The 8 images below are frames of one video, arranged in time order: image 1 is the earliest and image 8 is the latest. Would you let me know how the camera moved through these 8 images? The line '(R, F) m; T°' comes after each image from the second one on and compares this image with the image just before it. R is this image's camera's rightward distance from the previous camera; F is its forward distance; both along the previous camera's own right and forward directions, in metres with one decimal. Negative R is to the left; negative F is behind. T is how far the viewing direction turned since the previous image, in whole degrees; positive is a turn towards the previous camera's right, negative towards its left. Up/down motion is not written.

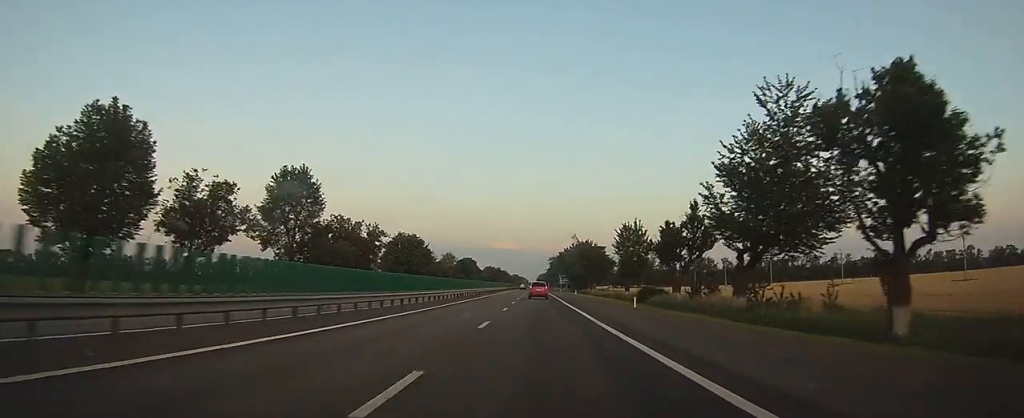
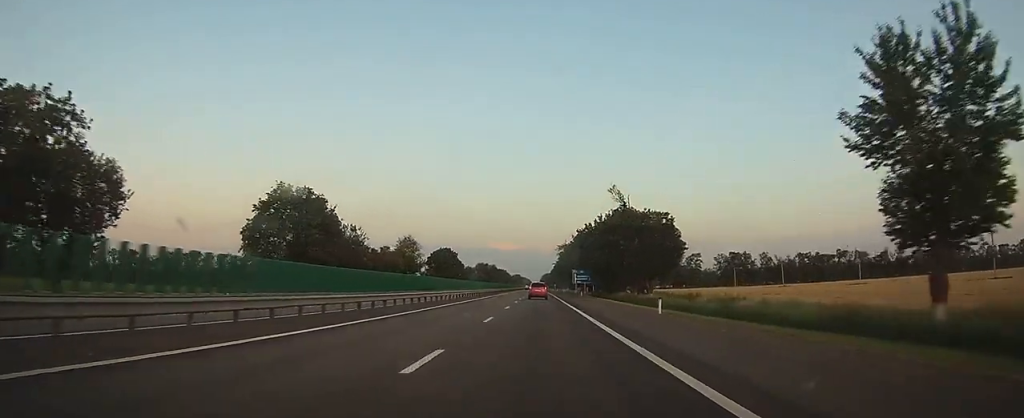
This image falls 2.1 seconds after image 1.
(+0.1, +57.0) m; 0°
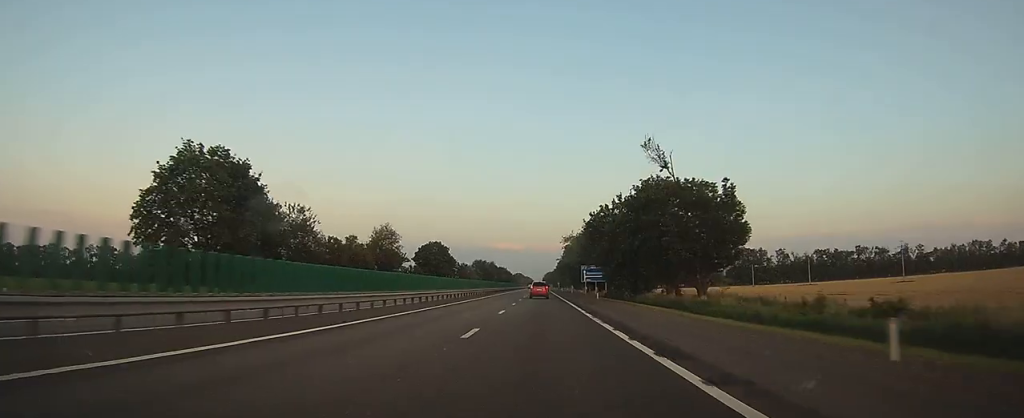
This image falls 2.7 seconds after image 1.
(0.0, +18.4) m; 0°
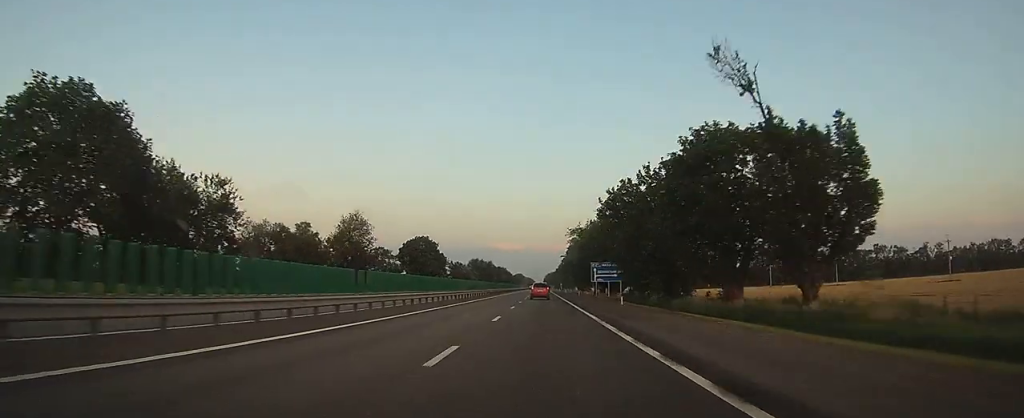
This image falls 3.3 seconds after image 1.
(0.0, +16.6) m; 0°
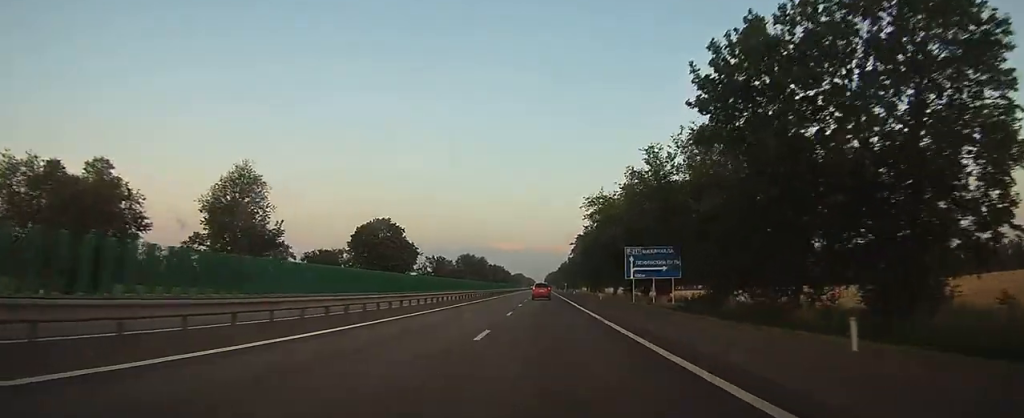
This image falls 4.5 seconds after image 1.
(-0.1, +31.4) m; 0°
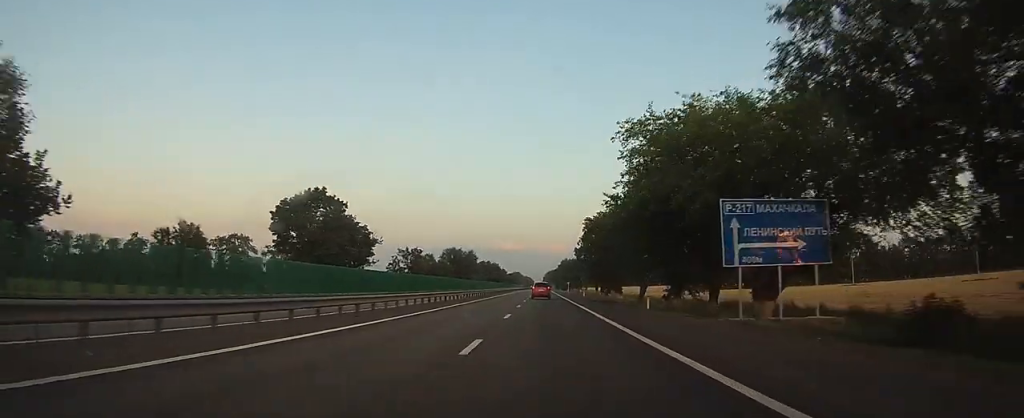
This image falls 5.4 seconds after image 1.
(0.0, +26.8) m; 0°
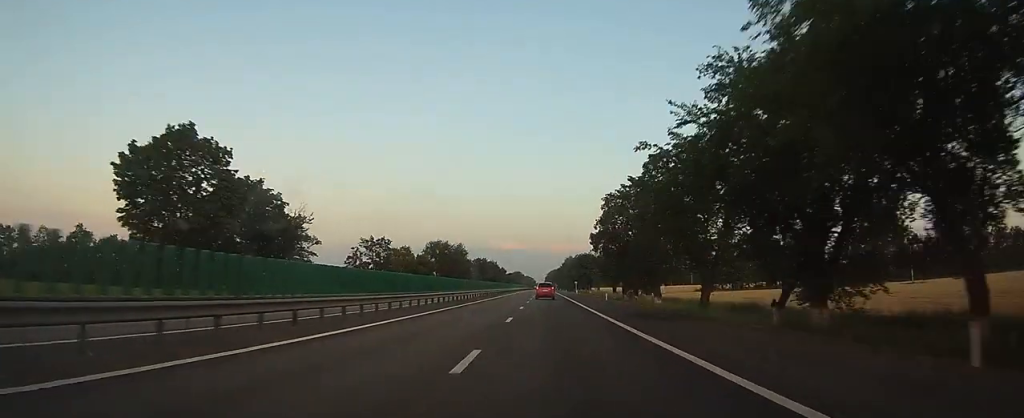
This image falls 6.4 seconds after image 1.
(0.0, +26.0) m; 0°
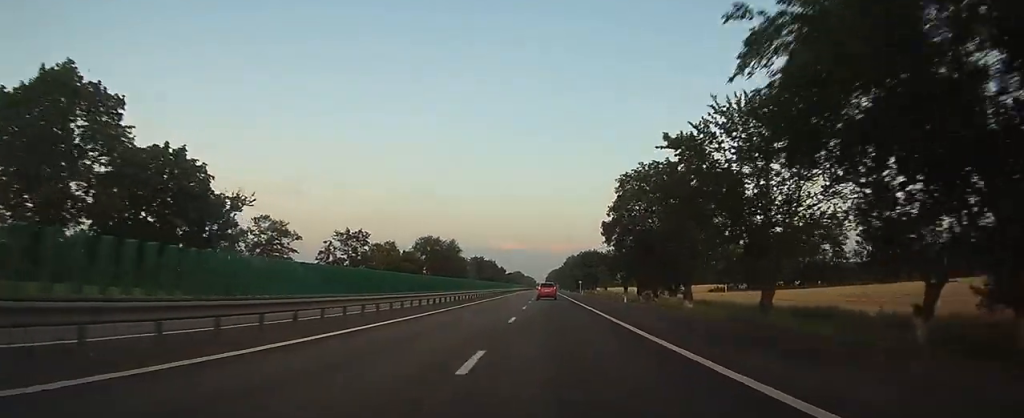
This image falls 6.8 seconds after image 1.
(0.0, +12.1) m; 0°
